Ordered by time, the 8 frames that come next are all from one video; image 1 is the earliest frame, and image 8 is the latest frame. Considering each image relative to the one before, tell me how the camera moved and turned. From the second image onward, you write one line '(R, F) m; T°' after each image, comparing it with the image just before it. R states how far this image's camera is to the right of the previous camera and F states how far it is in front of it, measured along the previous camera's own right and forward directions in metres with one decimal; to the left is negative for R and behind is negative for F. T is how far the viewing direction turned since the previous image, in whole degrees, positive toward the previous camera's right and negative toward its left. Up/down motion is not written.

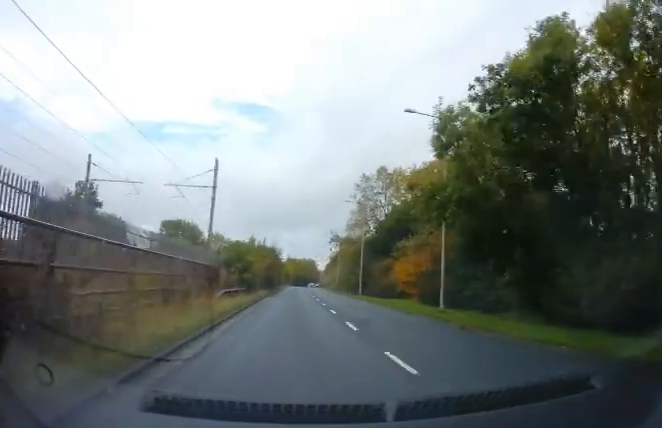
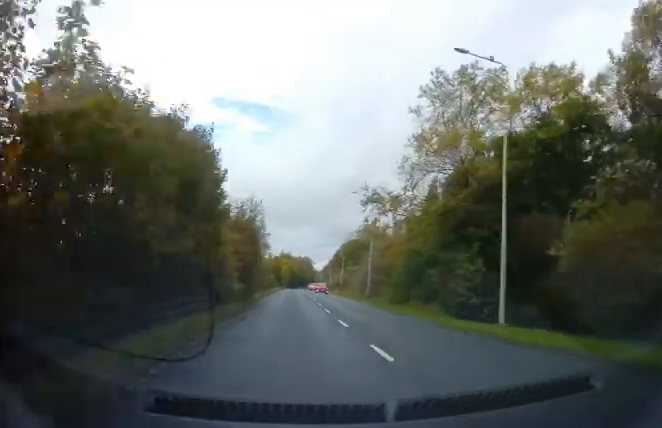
(+0.1, +35.8) m; 0°
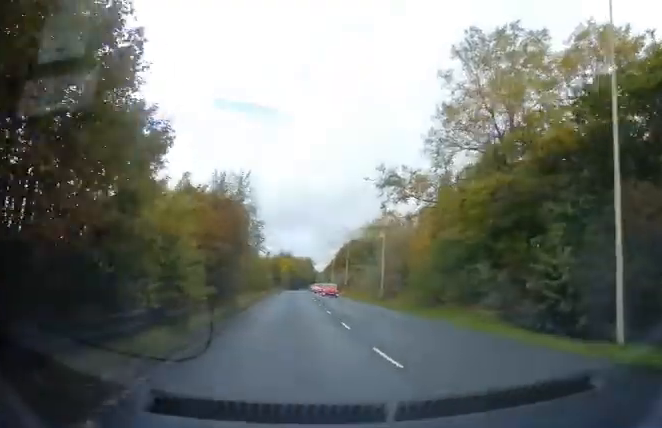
(+0.1, +6.3) m; 0°
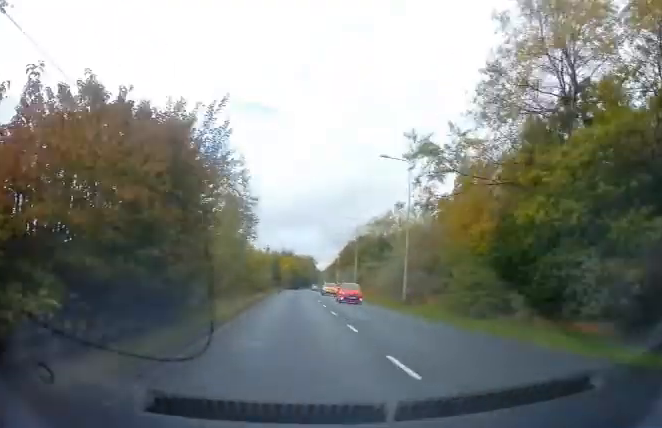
(-0.1, +7.0) m; 0°
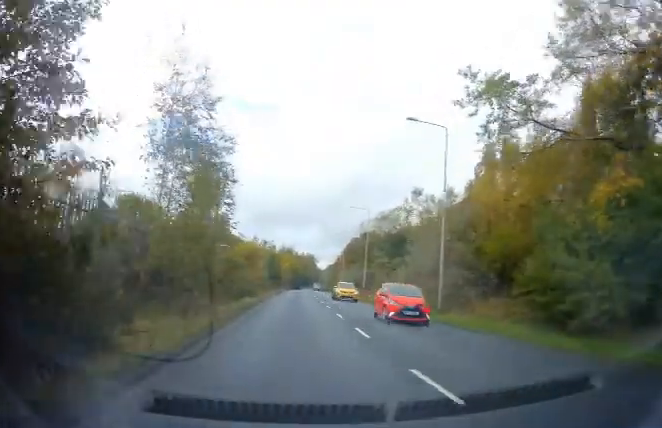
(0.0, +7.6) m; 0°
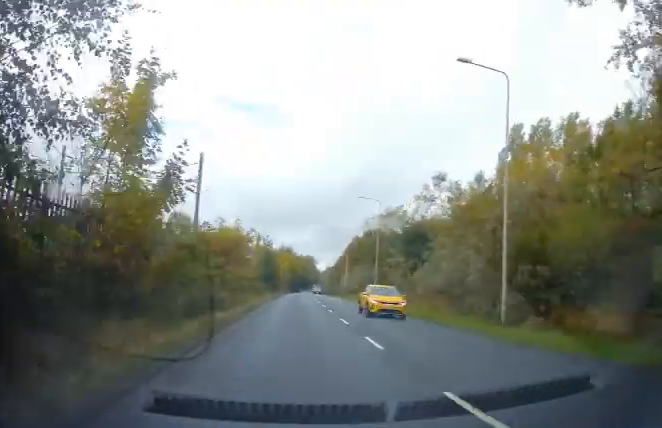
(0.0, +7.6) m; +1°
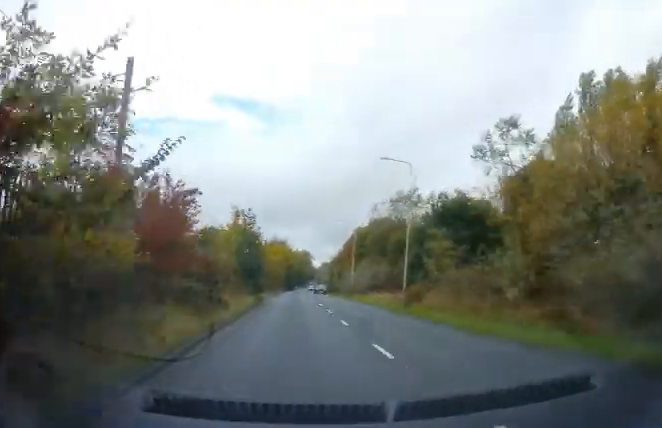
(+0.2, +13.9) m; +1°
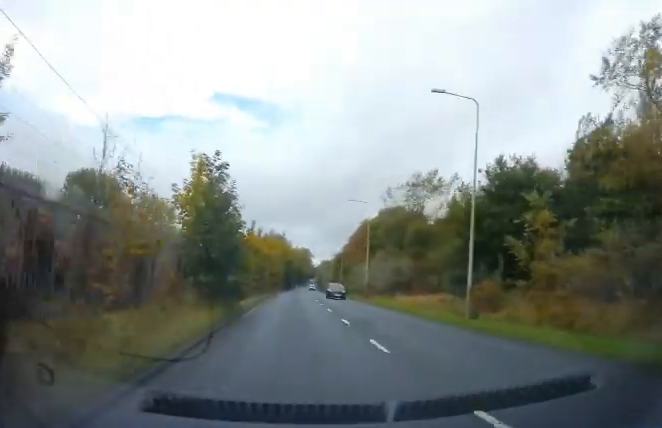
(+0.3, +11.5) m; 0°
